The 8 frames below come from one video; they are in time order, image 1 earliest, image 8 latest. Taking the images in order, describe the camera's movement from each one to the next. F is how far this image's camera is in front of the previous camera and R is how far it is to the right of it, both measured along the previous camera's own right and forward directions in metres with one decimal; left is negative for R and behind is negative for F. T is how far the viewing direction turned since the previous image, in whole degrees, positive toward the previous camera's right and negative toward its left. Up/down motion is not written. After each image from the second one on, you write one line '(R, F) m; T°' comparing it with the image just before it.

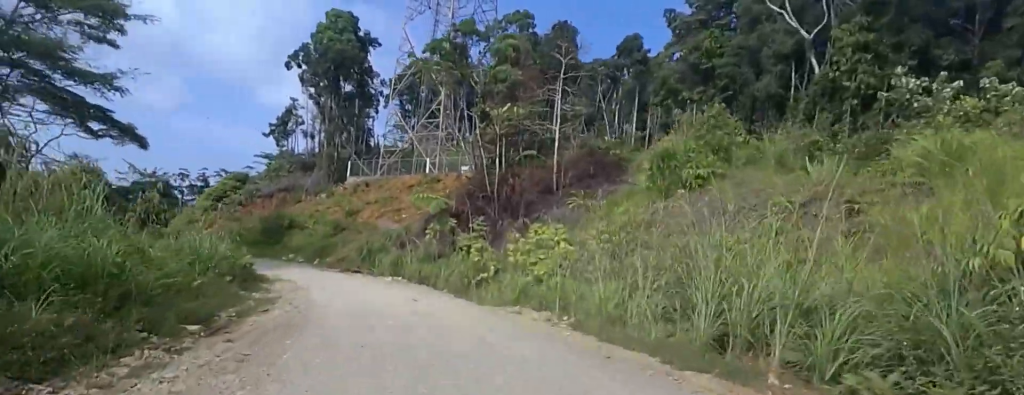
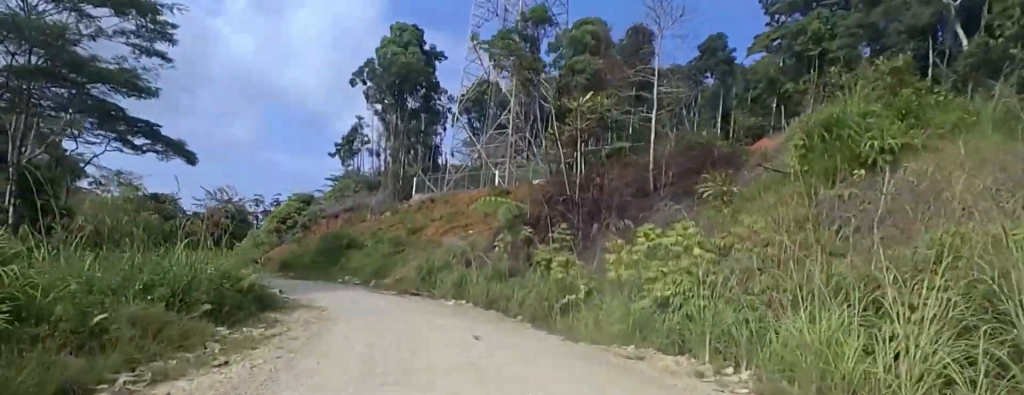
(0.0, +6.2) m; 0°
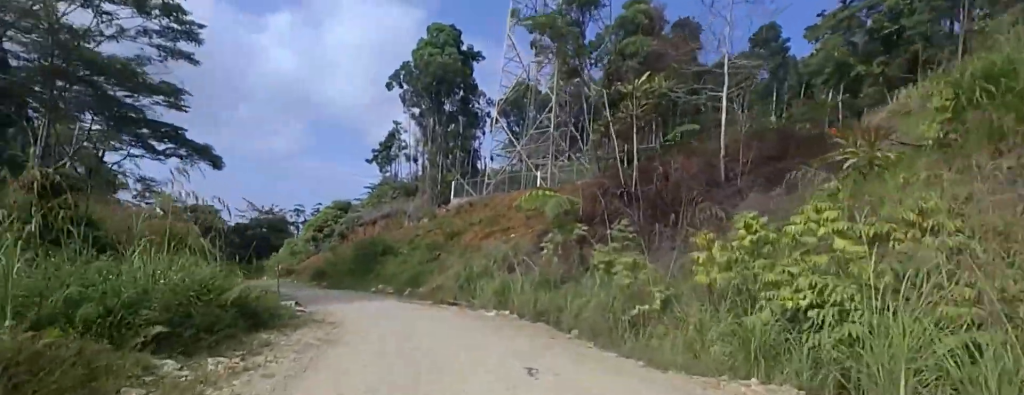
(0.0, +3.6) m; 0°
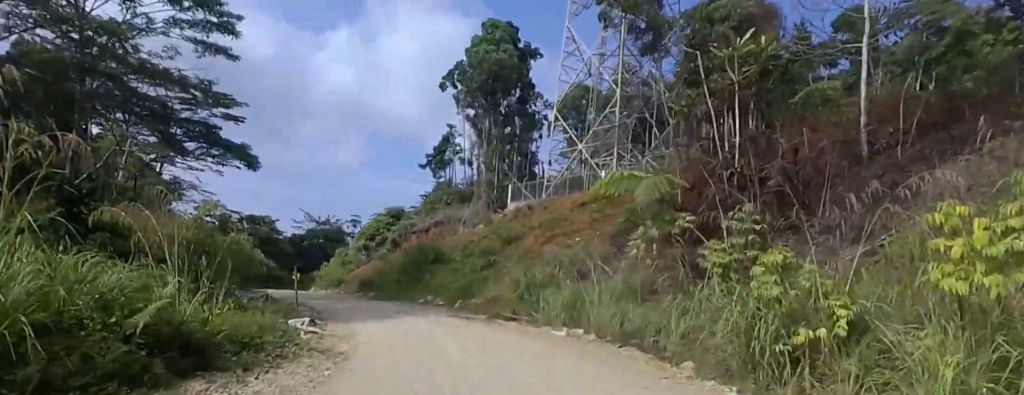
(0.0, +5.1) m; 0°
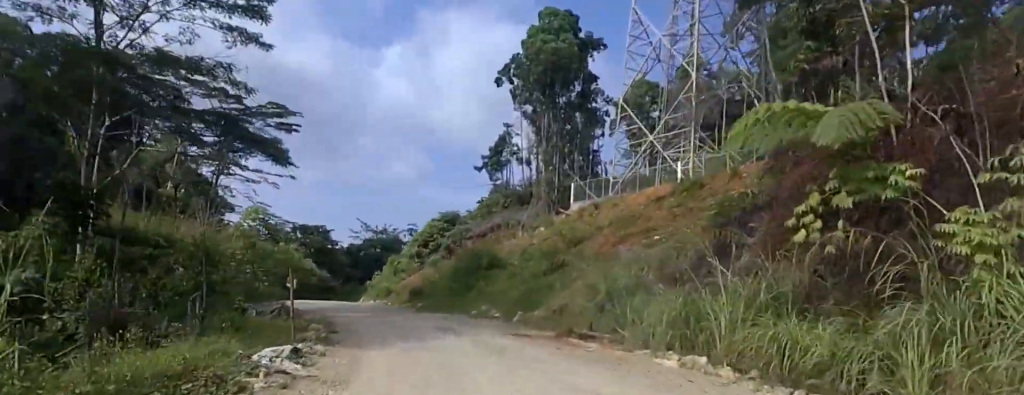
(0.0, +5.8) m; 0°
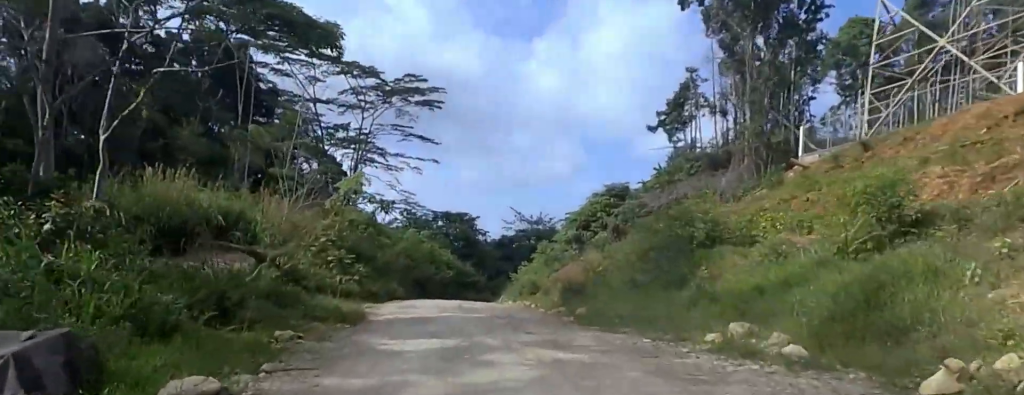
(-4.3, +15.3) m; -37°
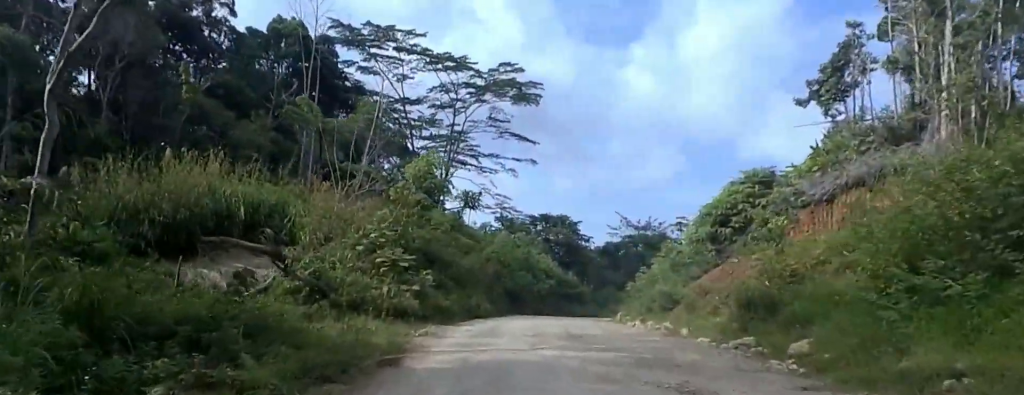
(-0.1, +10.2) m; -4°
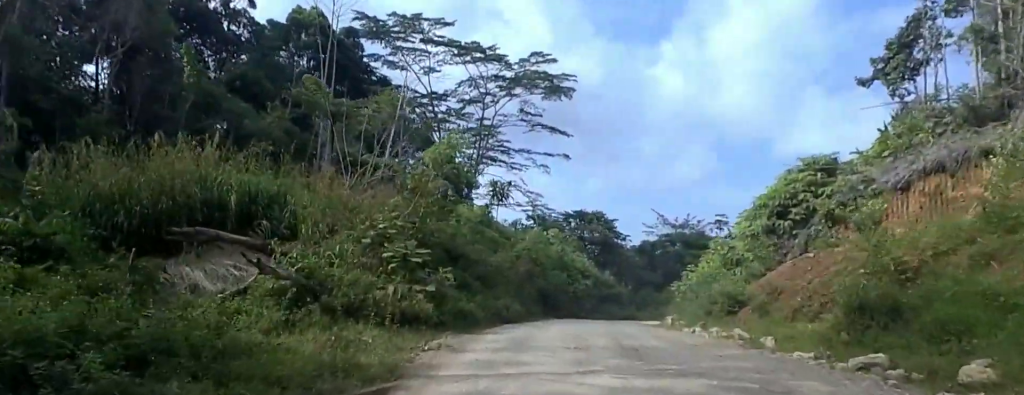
(+0.1, +3.7) m; -3°
